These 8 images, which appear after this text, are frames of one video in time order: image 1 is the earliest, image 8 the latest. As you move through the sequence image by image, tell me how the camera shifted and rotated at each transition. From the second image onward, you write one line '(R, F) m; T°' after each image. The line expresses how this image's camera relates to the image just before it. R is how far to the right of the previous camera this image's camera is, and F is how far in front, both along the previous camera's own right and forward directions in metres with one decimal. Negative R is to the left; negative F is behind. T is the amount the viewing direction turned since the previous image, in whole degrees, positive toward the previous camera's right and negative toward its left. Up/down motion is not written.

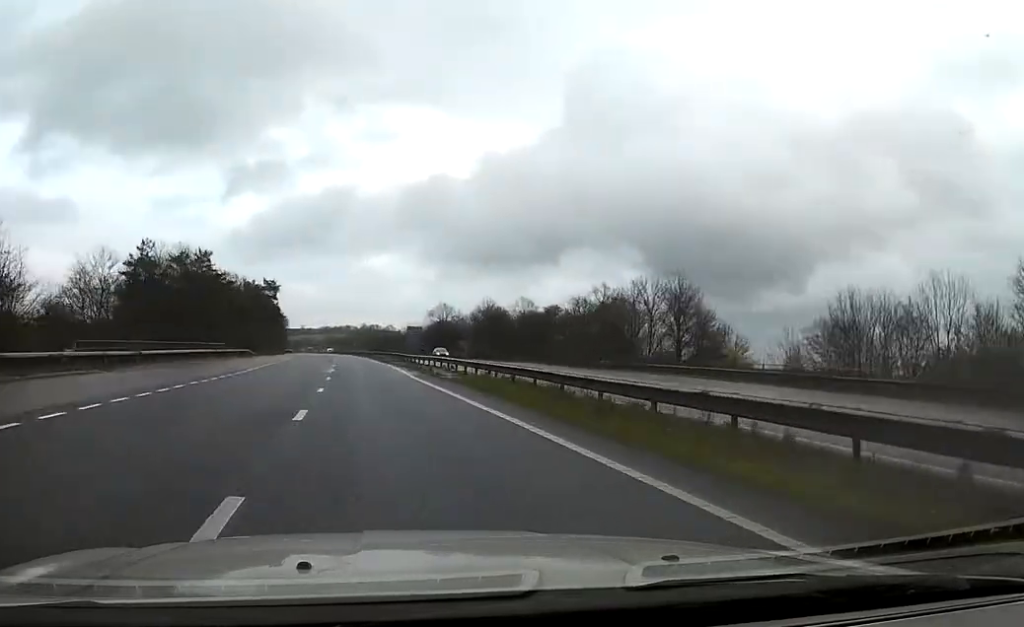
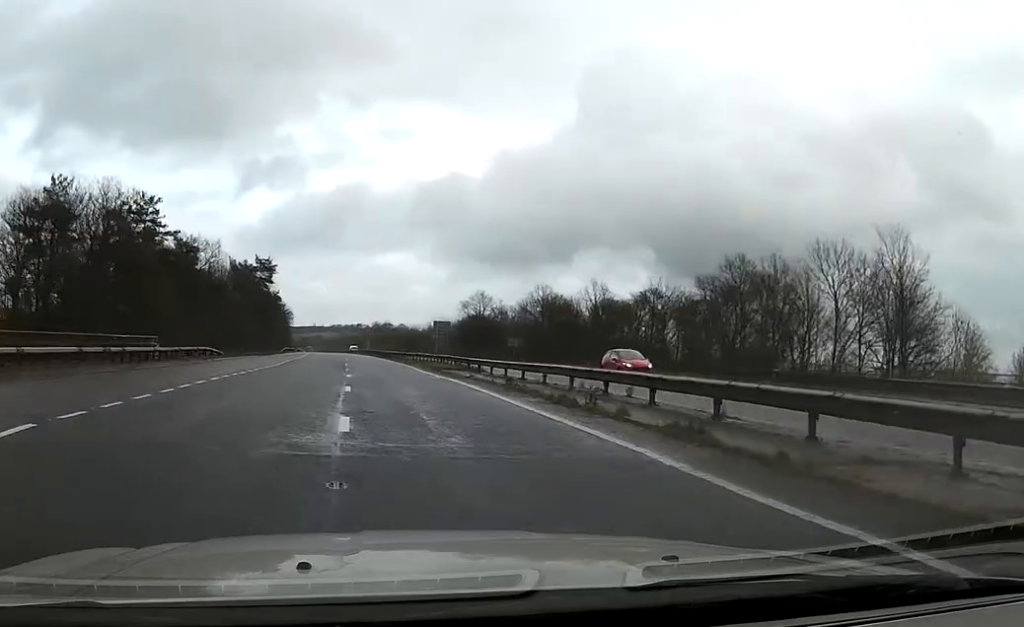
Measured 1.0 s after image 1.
(0.0, +28.1) m; 0°
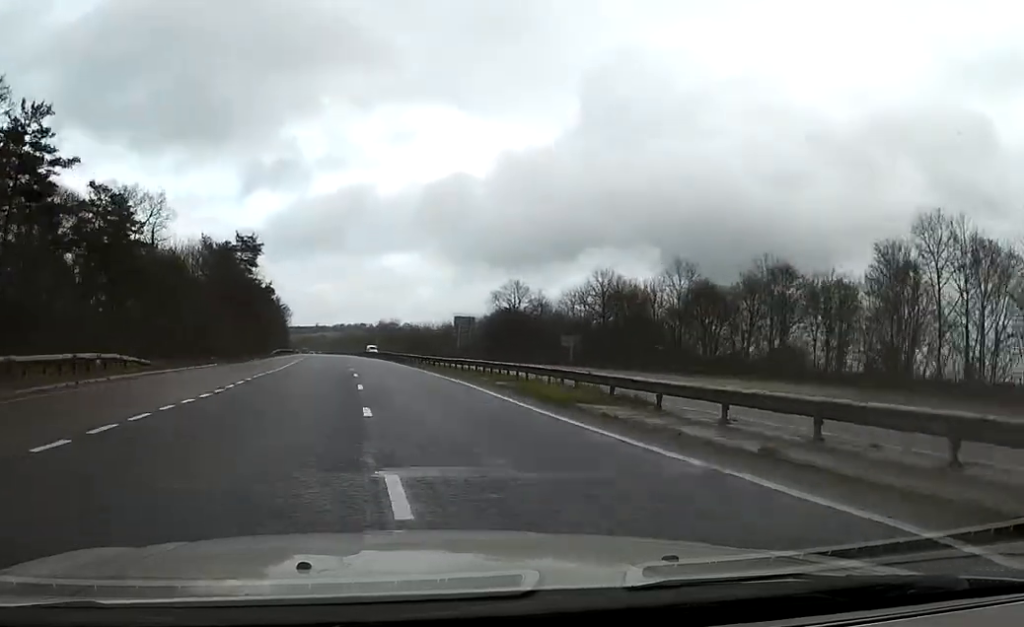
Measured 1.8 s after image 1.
(0.0, +21.7) m; -1°
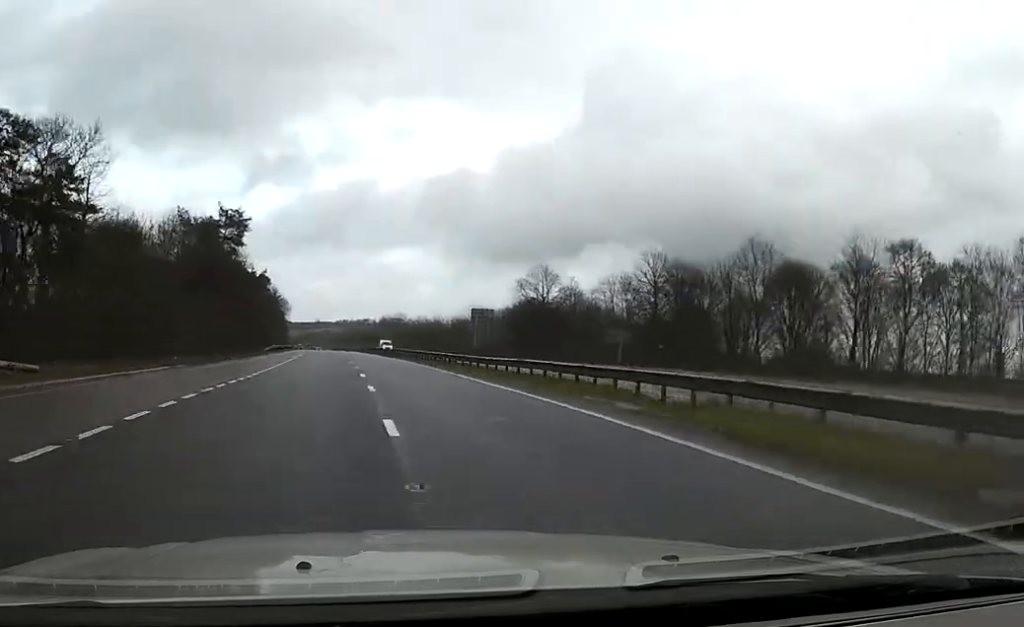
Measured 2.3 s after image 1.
(+0.1, +12.6) m; -1°
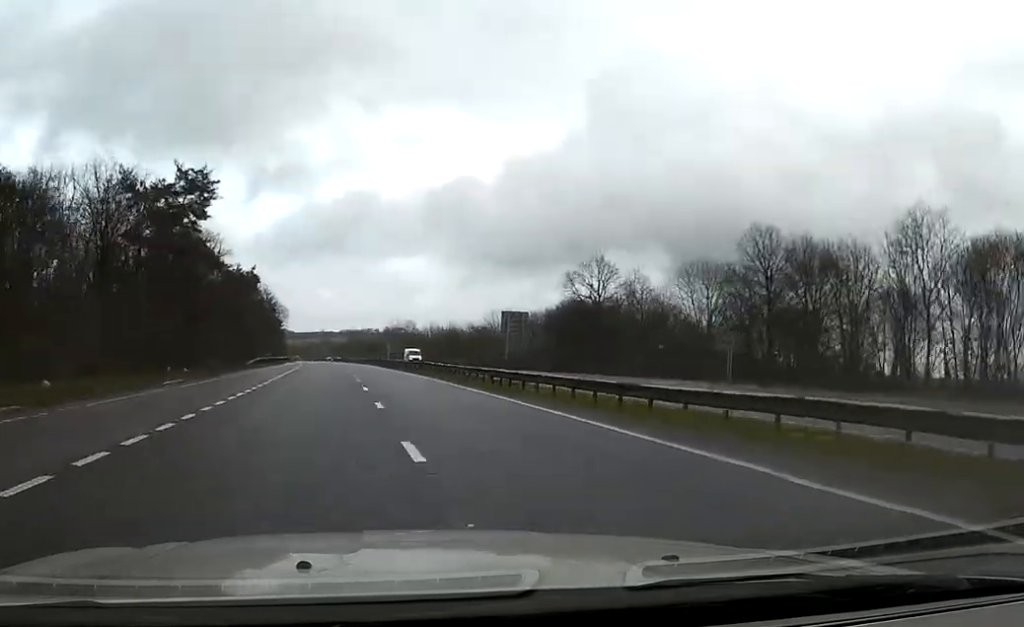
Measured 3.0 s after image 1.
(-0.6, +18.0) m; -1°
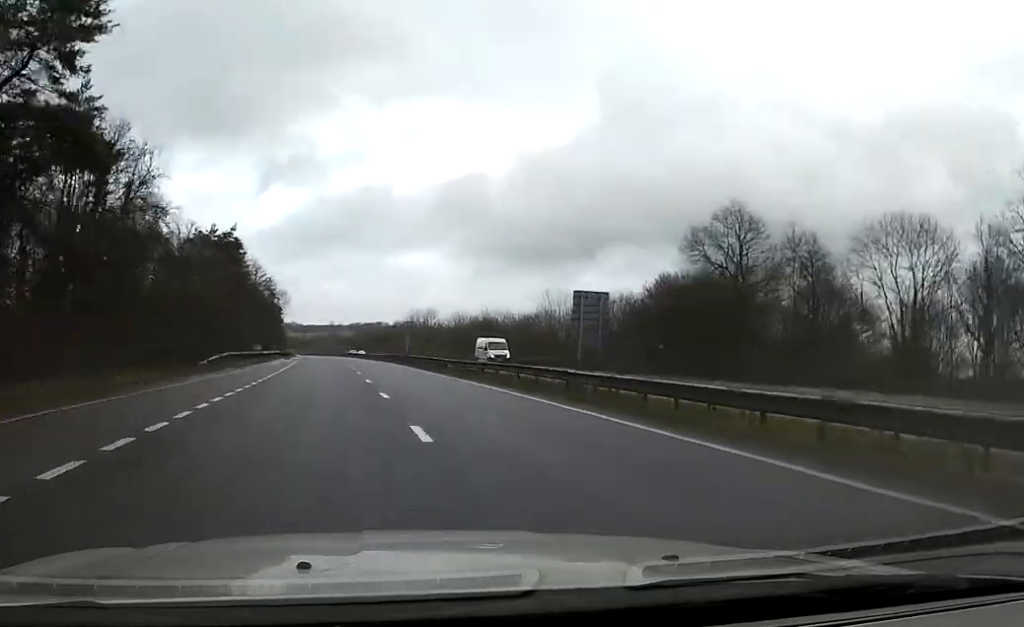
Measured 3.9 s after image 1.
(0.0, +24.3) m; 0°
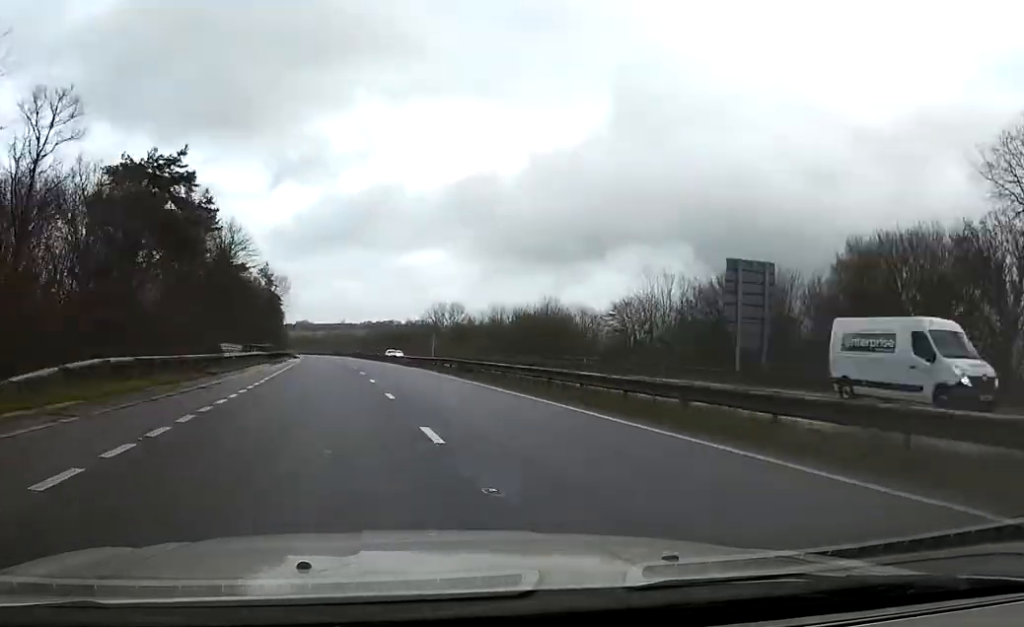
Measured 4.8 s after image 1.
(-0.1, +25.3) m; -1°
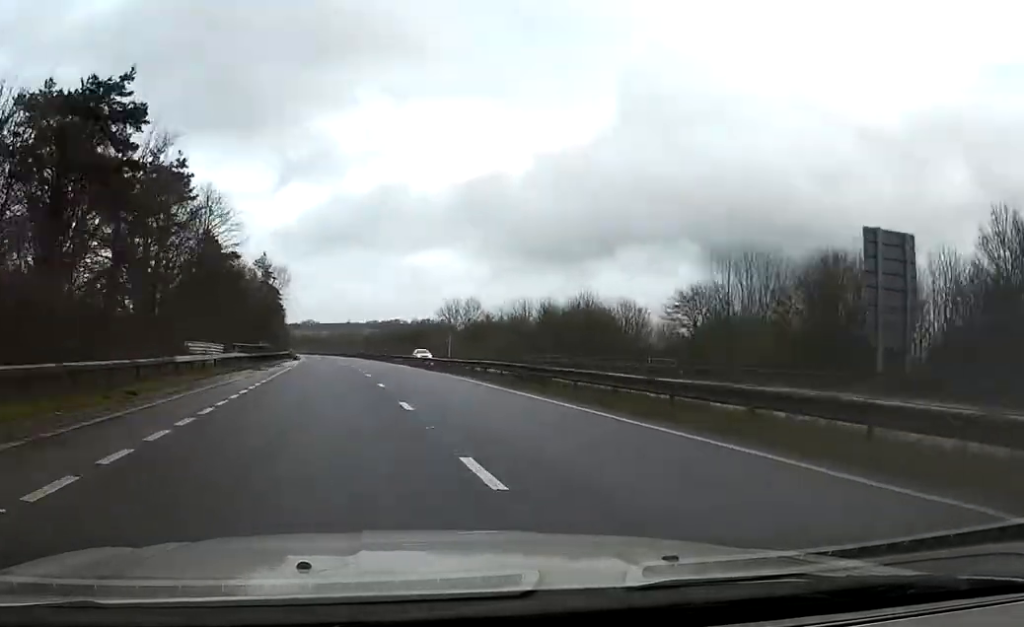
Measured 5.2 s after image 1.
(-0.1, +11.7) m; 0°
